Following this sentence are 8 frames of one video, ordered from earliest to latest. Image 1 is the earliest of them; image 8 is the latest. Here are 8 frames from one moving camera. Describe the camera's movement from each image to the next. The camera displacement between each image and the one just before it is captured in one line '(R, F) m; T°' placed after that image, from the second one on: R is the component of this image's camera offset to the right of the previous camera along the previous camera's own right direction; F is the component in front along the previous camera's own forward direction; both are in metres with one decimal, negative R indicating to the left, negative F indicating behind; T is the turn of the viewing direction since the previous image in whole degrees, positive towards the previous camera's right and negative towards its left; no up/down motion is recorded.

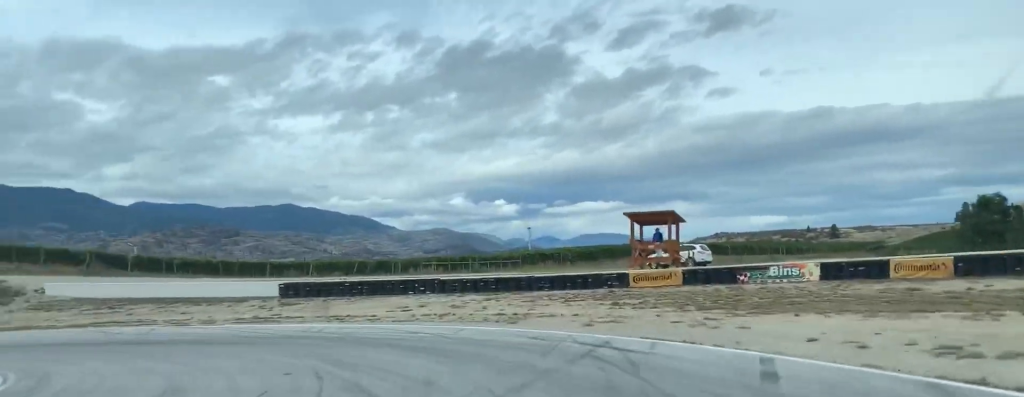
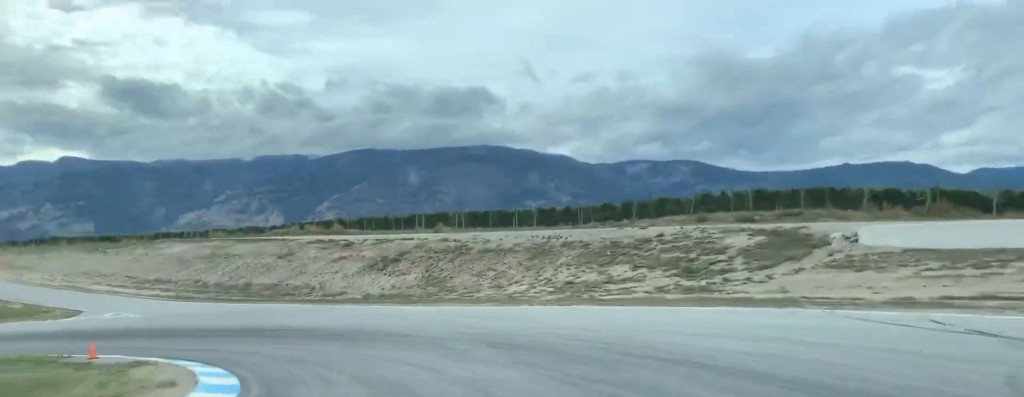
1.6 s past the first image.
(-13.9, +27.8) m; -61°
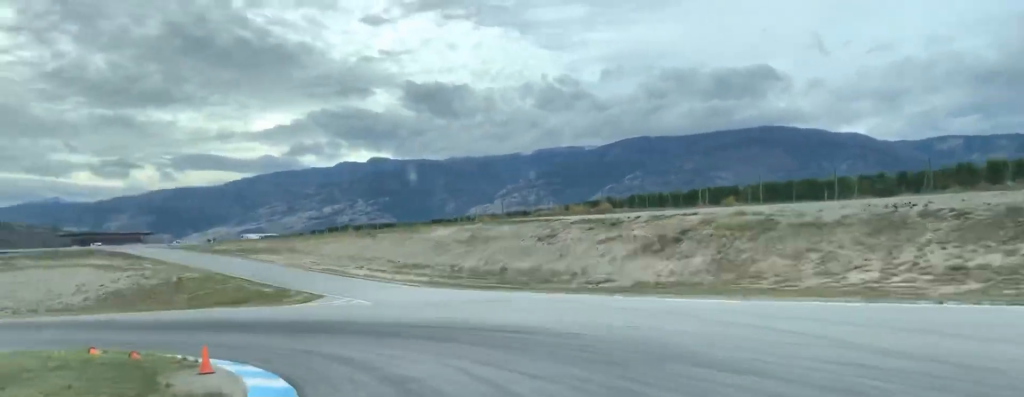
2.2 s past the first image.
(-2.4, +11.3) m; -22°
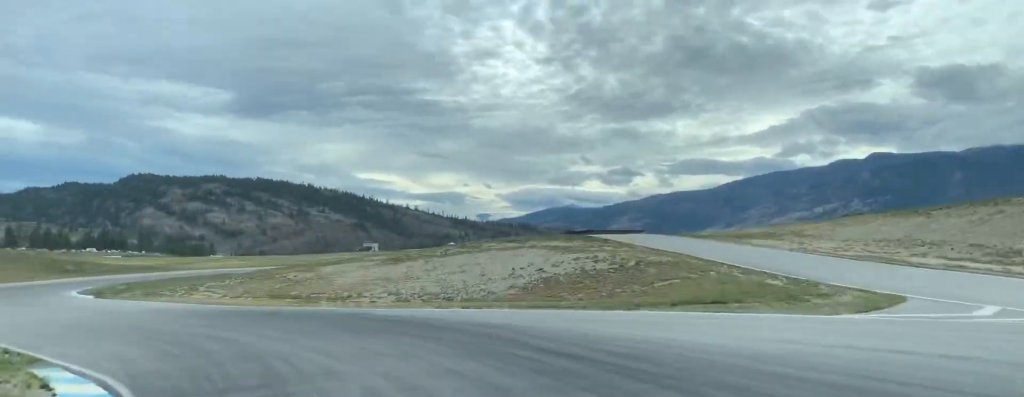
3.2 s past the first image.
(-7.7, +22.8) m; -32°
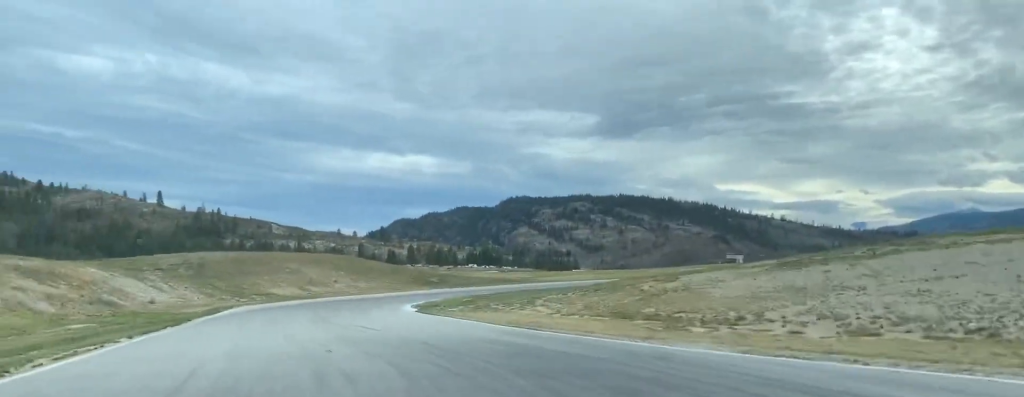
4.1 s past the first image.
(-2.8, +18.6) m; -19°
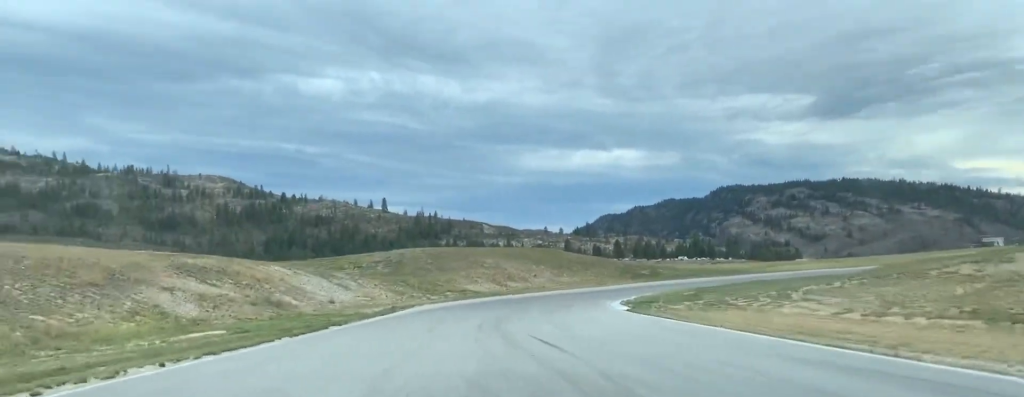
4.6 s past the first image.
(-2.1, +13.3) m; -10°
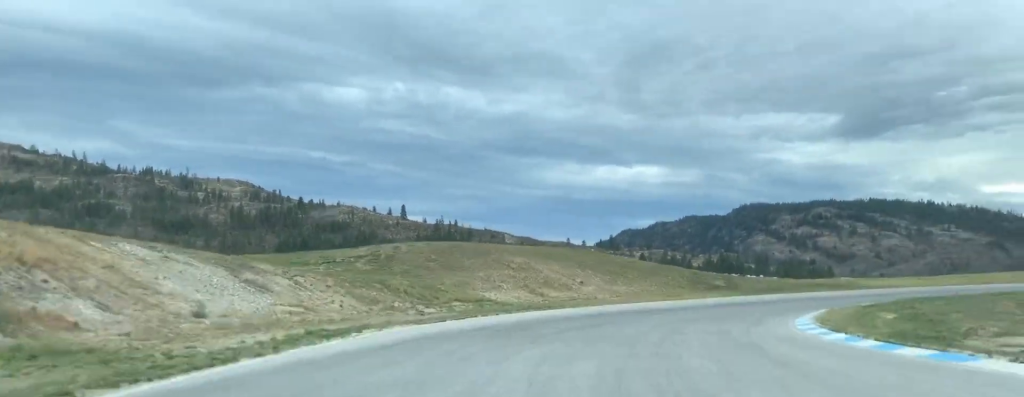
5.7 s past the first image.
(-4.4, +29.5) m; -4°
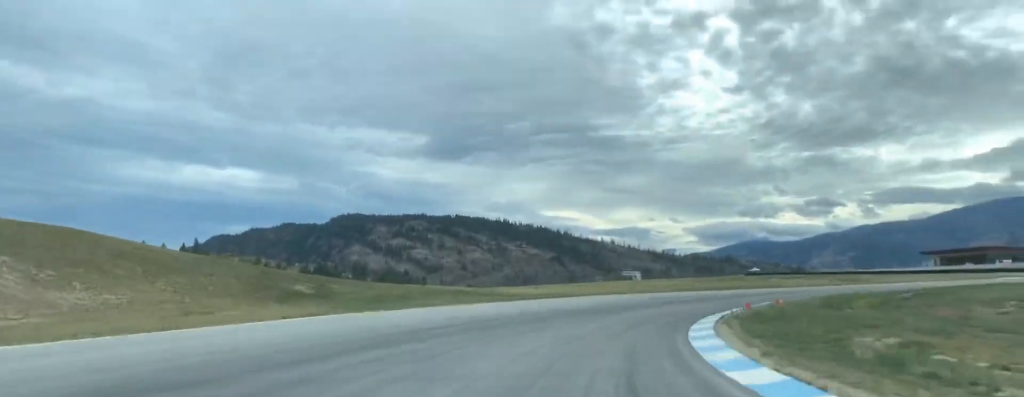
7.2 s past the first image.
(+6.3, +39.2) m; +21°
